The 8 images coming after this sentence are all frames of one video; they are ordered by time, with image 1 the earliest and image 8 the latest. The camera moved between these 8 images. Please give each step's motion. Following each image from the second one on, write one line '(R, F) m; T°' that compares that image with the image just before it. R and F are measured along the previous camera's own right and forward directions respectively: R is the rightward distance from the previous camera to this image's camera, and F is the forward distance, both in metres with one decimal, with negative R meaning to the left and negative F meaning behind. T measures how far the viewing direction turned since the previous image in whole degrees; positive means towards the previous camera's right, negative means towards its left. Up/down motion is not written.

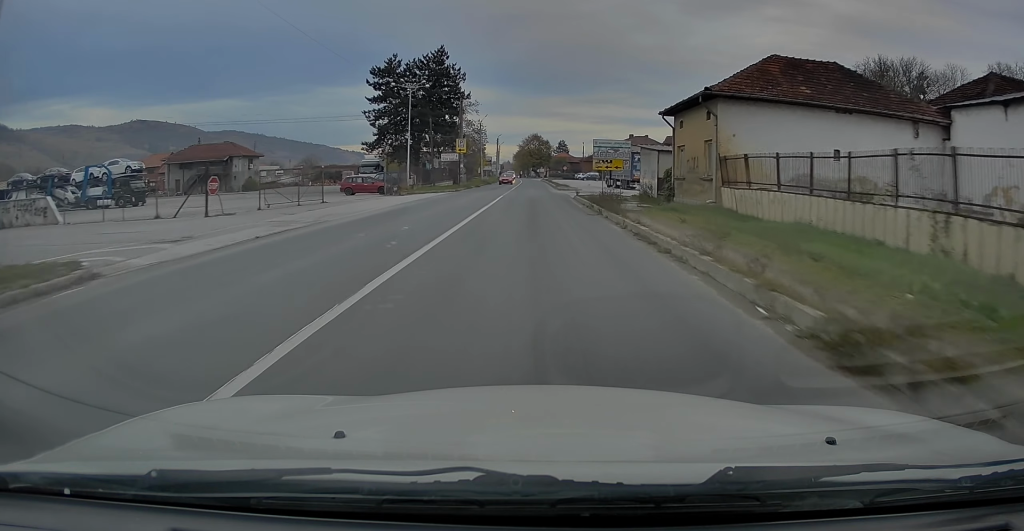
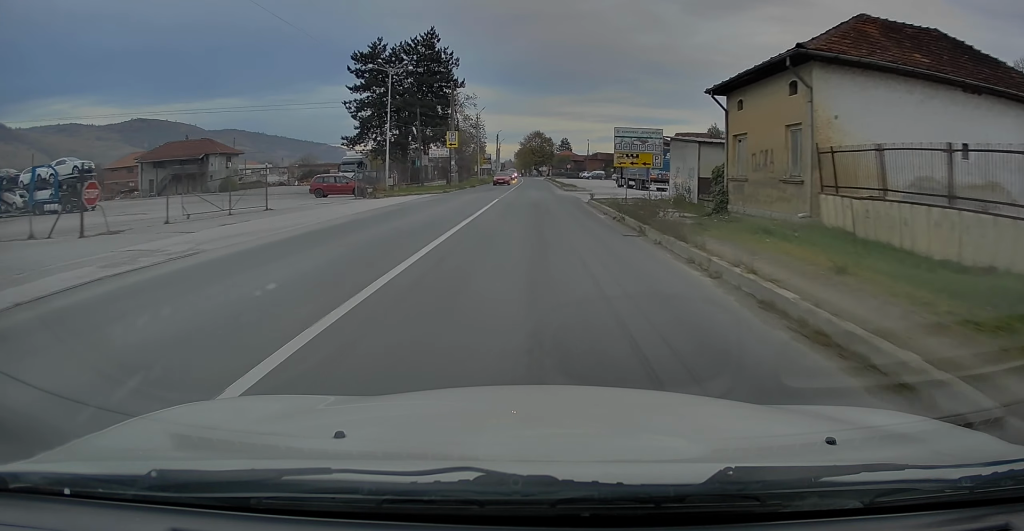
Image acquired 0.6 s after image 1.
(+0.1, +7.9) m; +1°
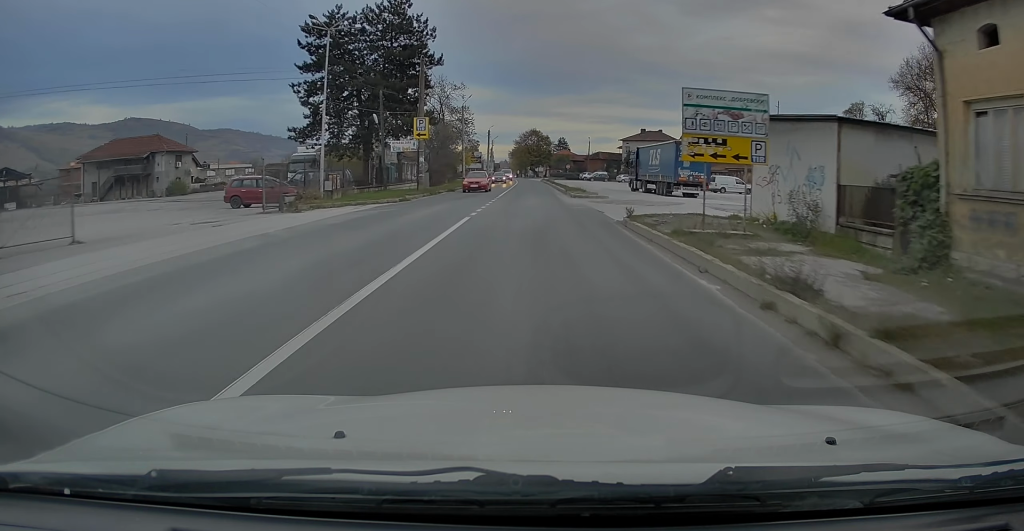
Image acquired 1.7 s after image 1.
(0.0, +12.6) m; +1°
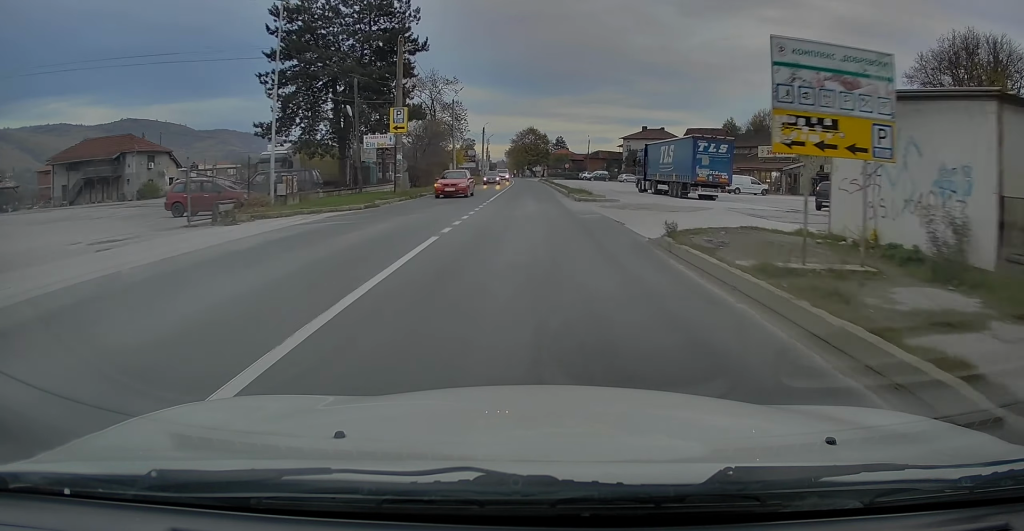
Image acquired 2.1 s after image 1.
(+0.1, +5.5) m; 0°
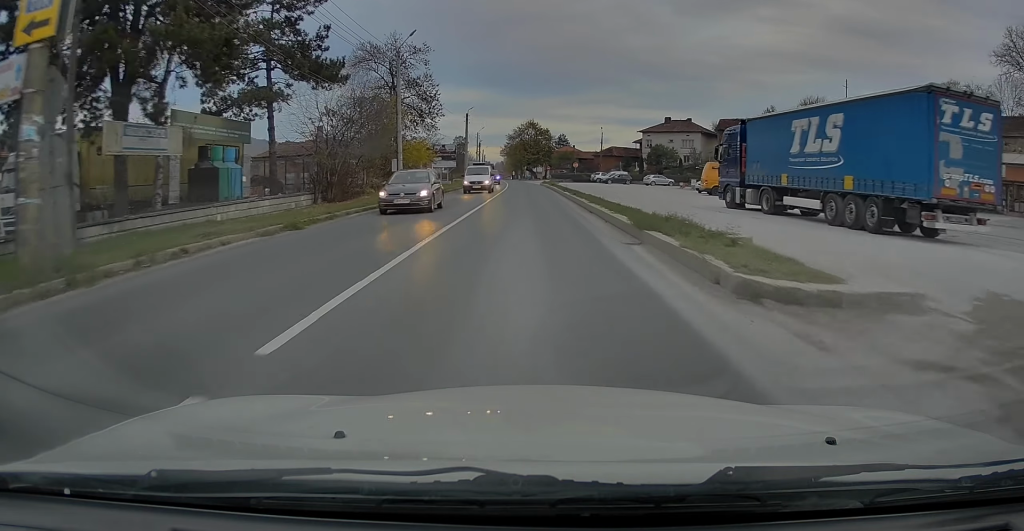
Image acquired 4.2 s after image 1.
(-0.7, +24.4) m; -1°
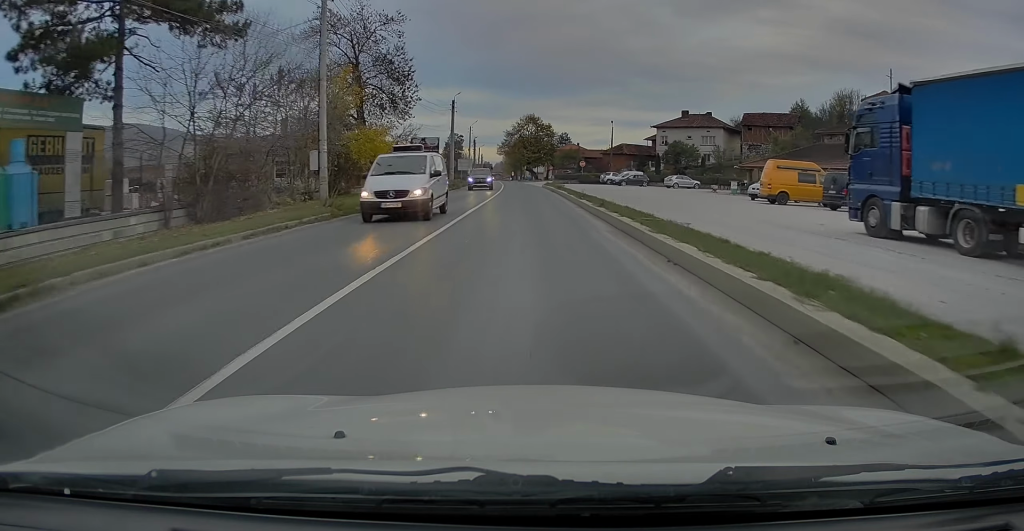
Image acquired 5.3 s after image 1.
(+0.4, +13.0) m; +1°
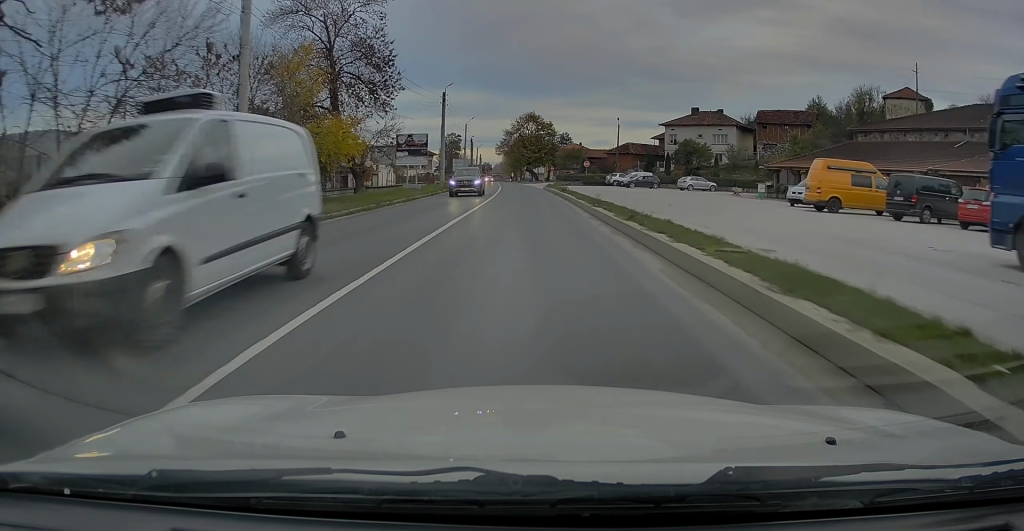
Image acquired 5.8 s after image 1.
(0.0, +6.3) m; -1°
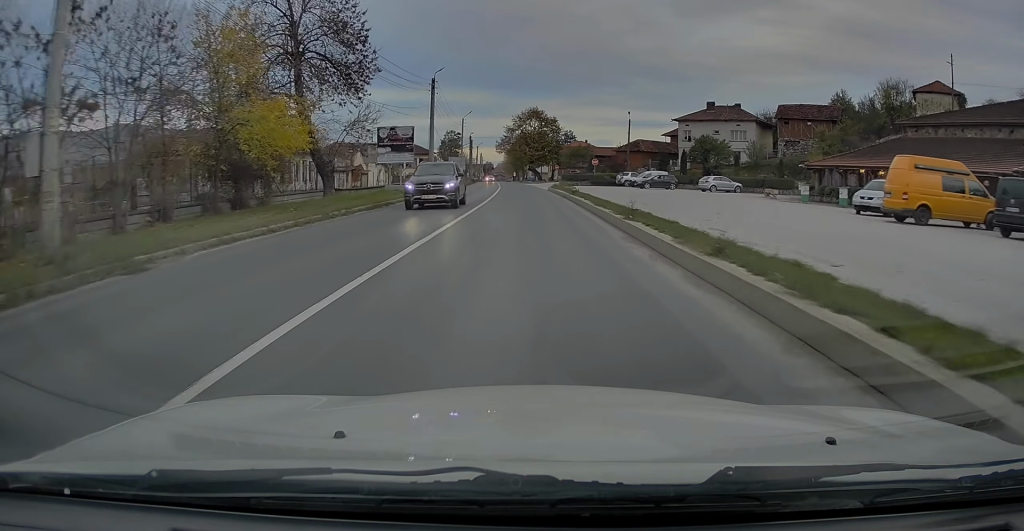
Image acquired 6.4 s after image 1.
(-0.2, +7.1) m; -1°
